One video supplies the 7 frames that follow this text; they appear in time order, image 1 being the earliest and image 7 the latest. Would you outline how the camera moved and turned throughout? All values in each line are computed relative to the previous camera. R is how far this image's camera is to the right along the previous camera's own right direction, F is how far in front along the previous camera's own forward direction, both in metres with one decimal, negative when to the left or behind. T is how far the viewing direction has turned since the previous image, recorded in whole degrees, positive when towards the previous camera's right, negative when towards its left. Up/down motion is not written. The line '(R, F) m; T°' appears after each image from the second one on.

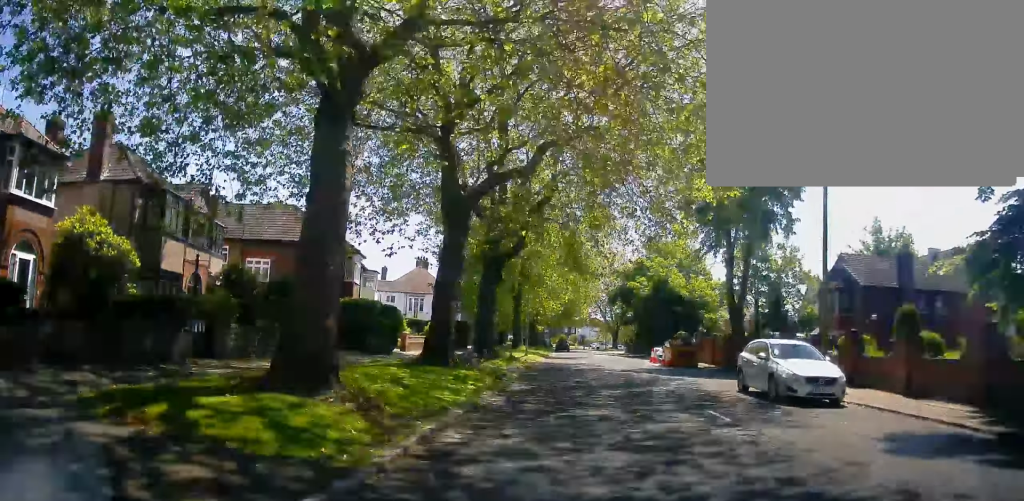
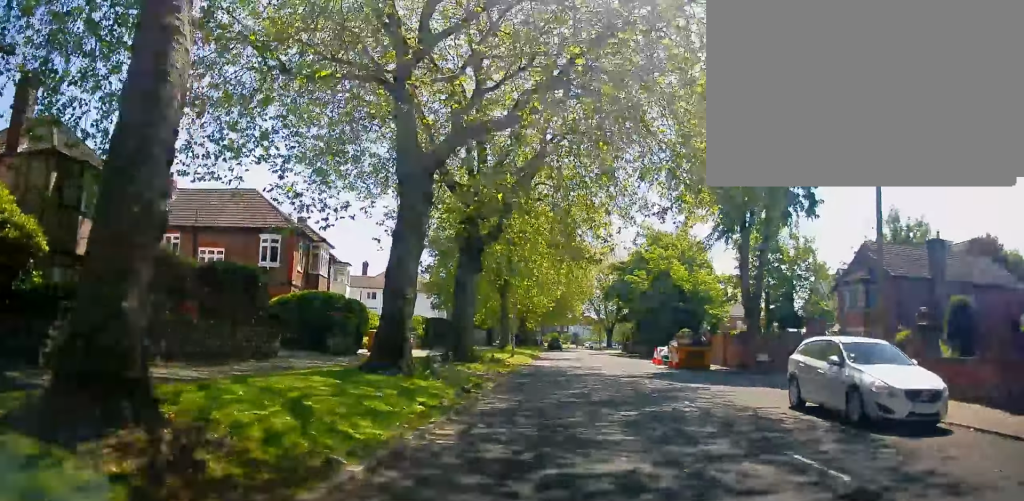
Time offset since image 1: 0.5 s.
(0.0, +4.8) m; 0°
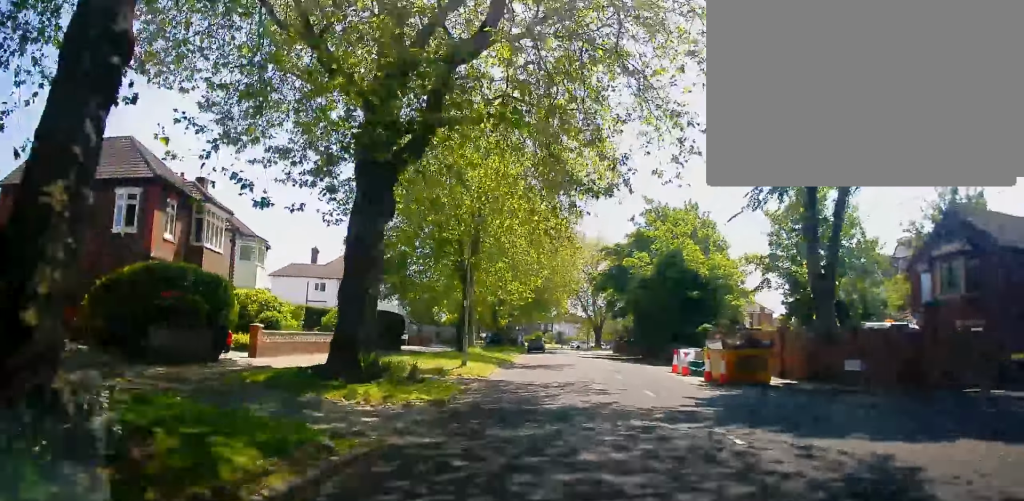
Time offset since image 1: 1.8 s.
(0.0, +11.3) m; +1°
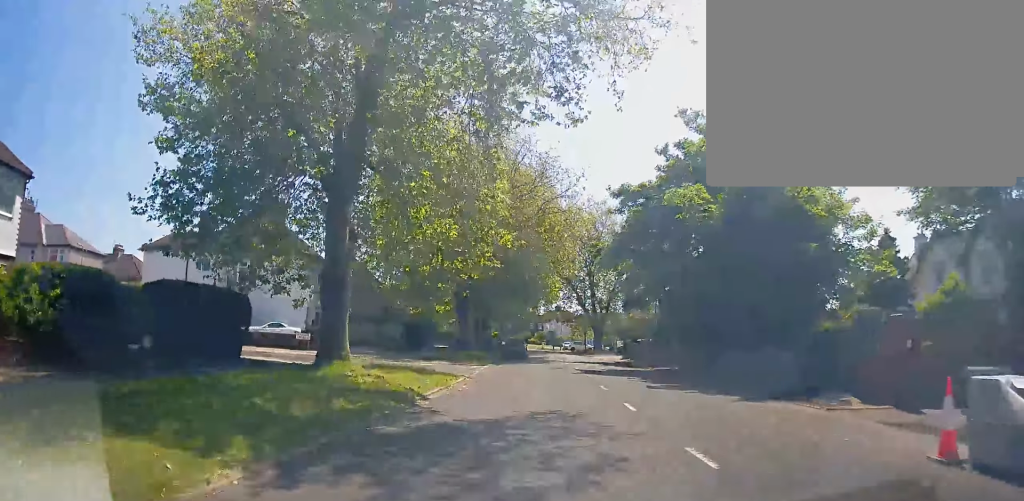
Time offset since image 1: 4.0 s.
(-0.2, +19.7) m; 0°
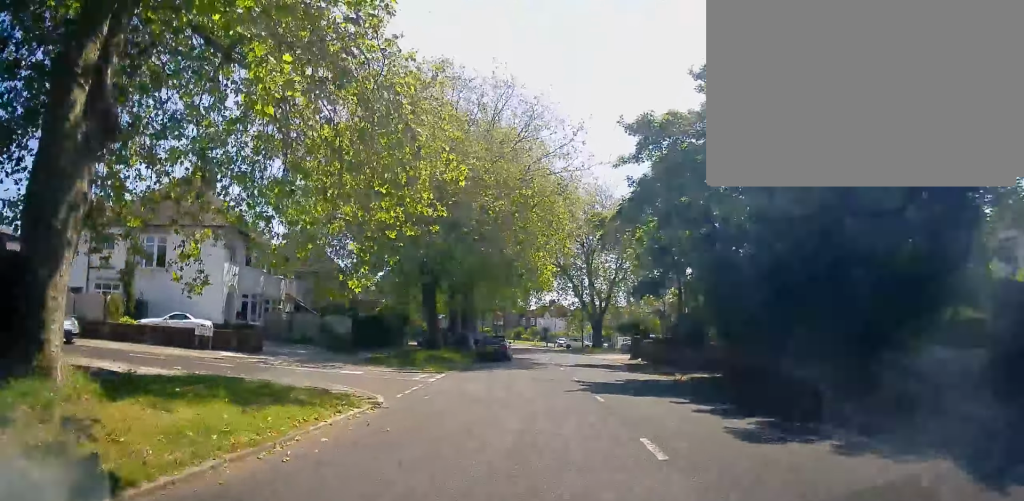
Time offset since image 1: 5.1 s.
(+0.4, +9.7) m; +2°
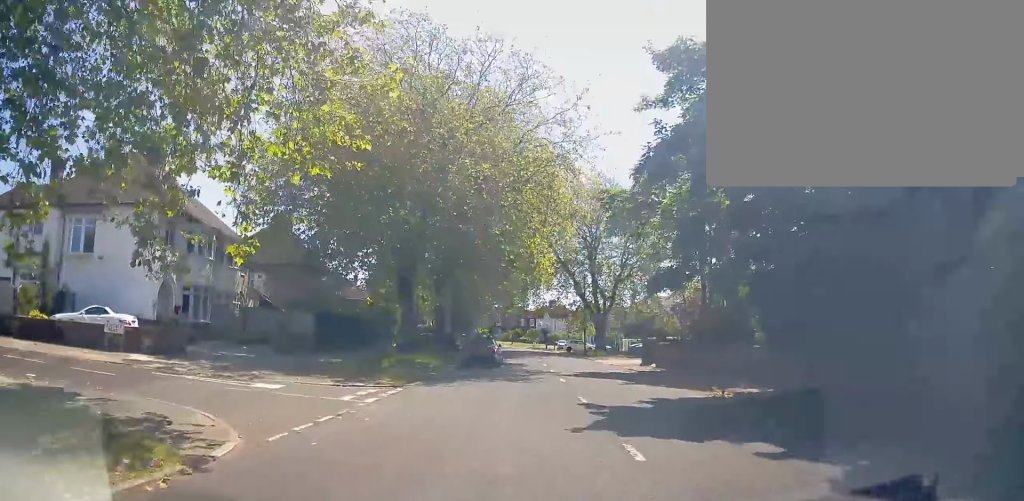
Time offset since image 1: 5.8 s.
(+0.1, +5.9) m; -3°
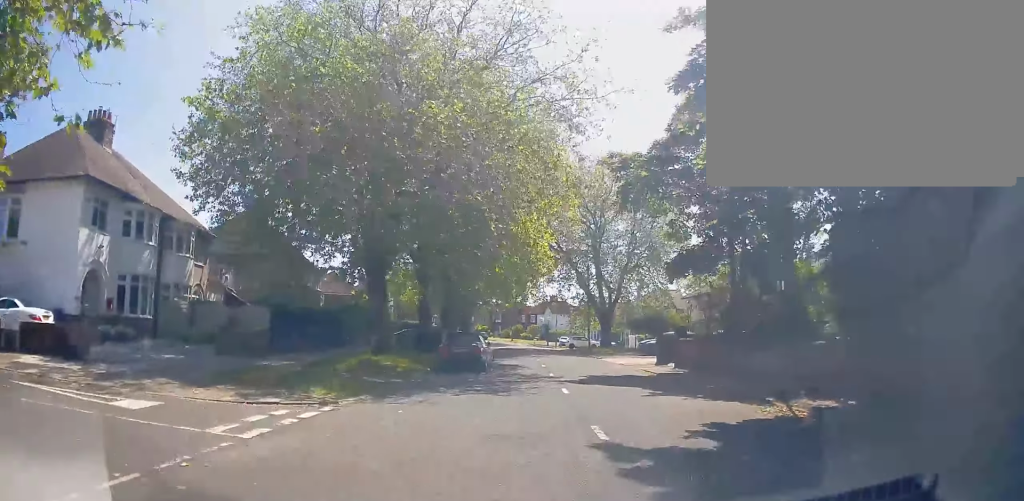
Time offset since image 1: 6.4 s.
(-0.2, +5.0) m; -1°
